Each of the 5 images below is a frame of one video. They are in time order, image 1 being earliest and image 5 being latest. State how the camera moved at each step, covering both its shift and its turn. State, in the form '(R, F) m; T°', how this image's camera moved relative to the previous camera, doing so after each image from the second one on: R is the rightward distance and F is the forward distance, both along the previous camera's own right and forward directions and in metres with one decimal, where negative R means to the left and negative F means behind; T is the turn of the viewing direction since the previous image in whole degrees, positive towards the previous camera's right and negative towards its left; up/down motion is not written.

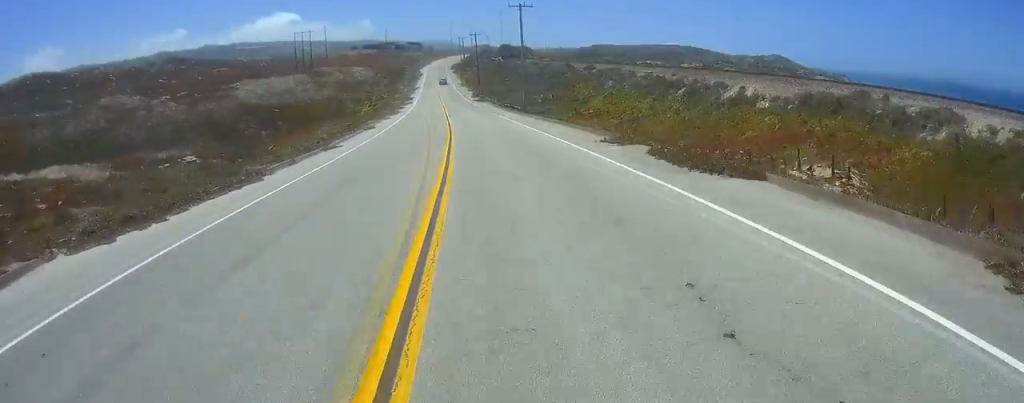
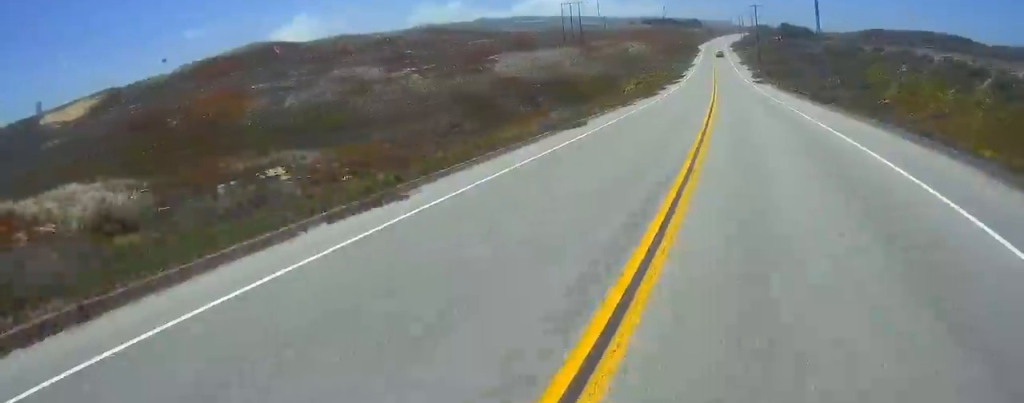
(-0.3, +18.7) m; -1°
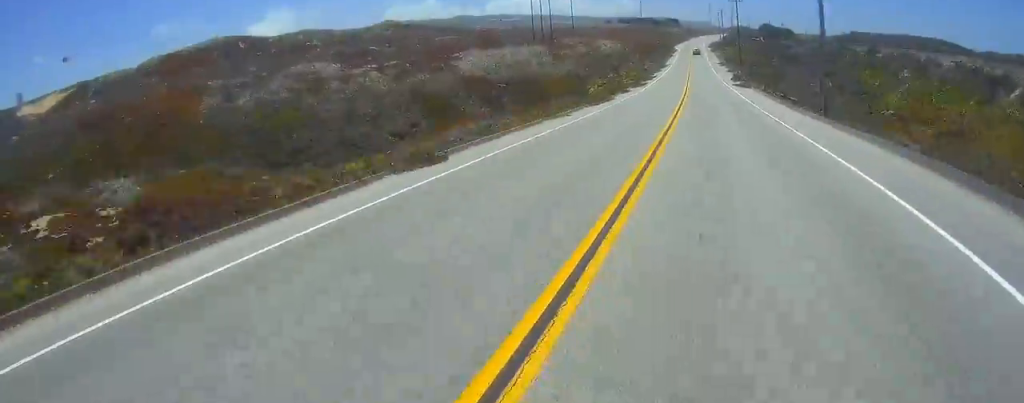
(-0.1, +11.2) m; 0°
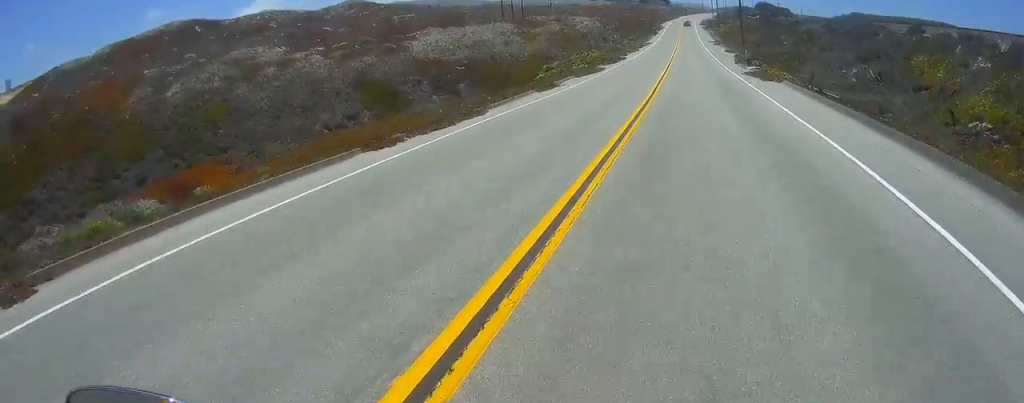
(0.0, +25.9) m; 0°
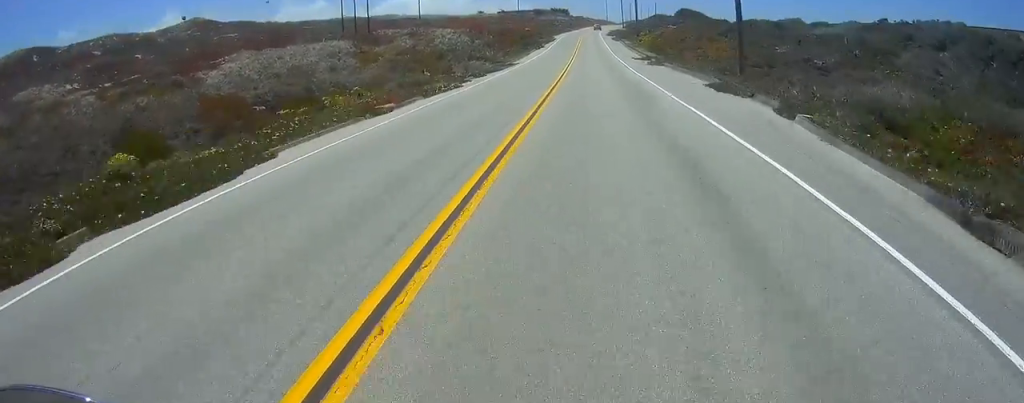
(-1.0, +52.4) m; -2°
